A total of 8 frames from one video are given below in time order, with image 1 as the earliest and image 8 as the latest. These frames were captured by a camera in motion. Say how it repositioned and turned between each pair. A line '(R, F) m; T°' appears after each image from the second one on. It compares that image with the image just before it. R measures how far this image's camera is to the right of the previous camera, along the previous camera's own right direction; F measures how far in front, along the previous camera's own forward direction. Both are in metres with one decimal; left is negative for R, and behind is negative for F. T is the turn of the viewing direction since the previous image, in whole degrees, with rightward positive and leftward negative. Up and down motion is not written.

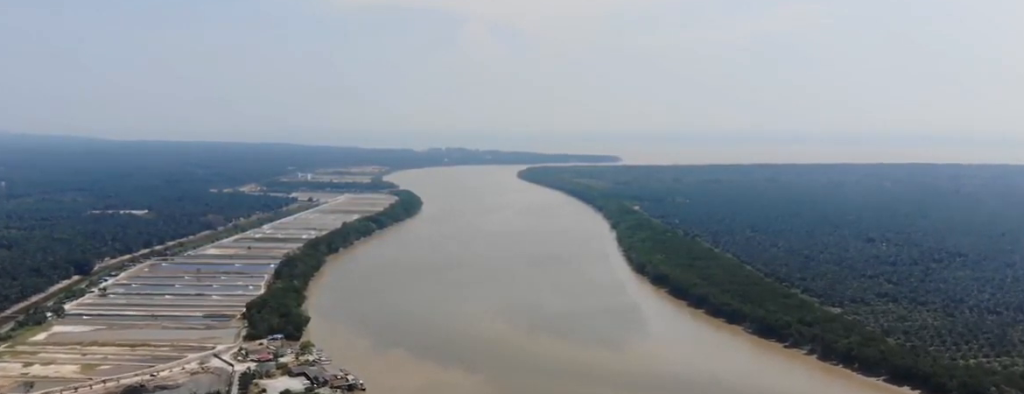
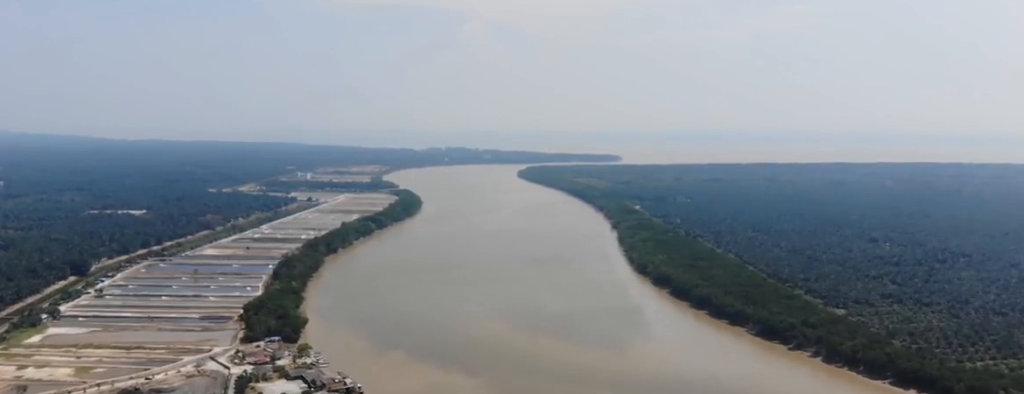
(0.0, +8.2) m; 0°
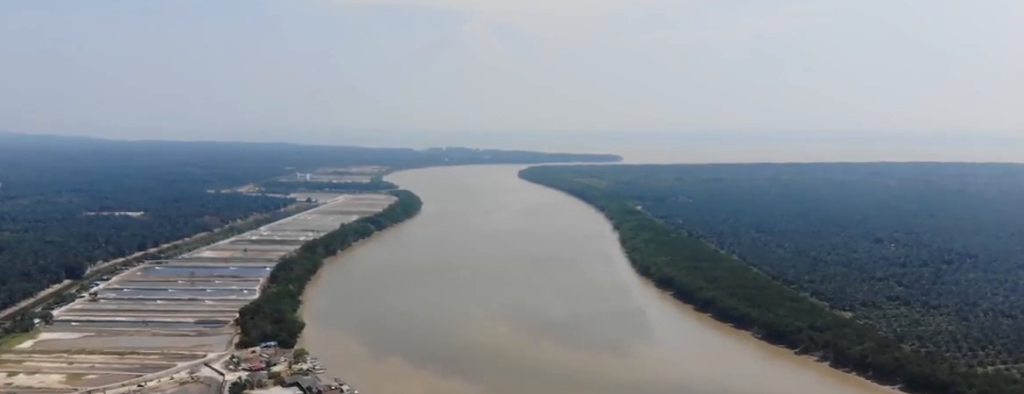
(-0.1, +12.5) m; -1°
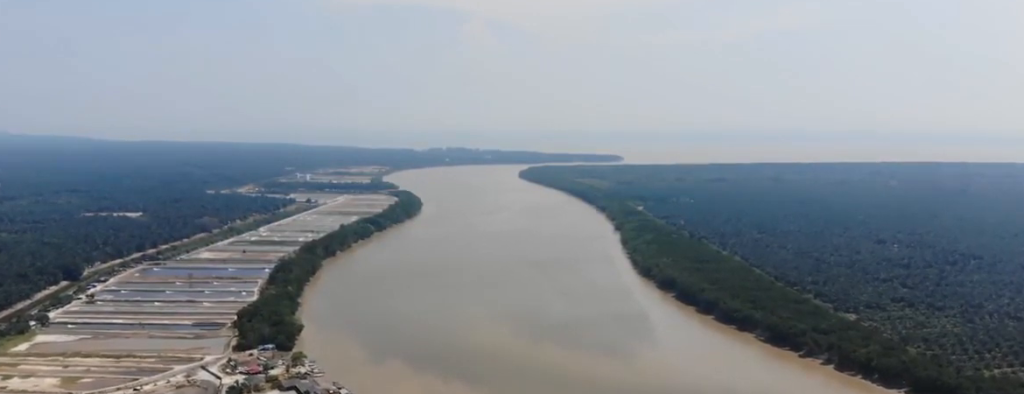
(0.0, +7.4) m; 0°
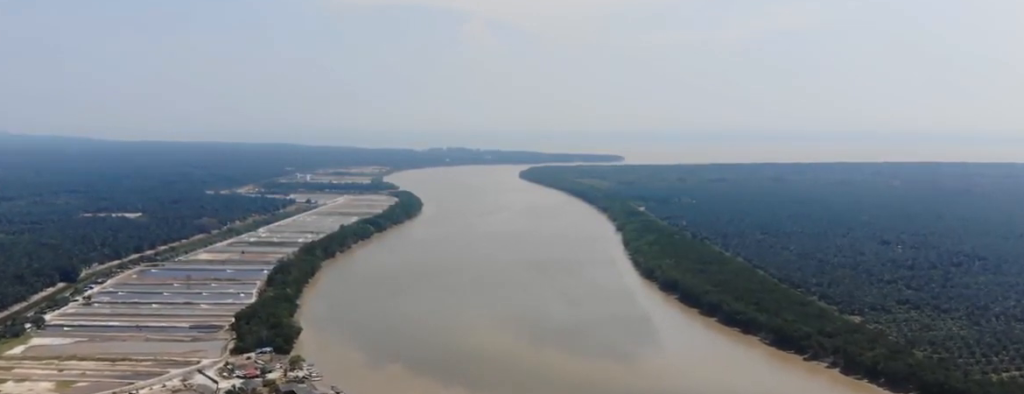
(0.0, +8.0) m; +1°
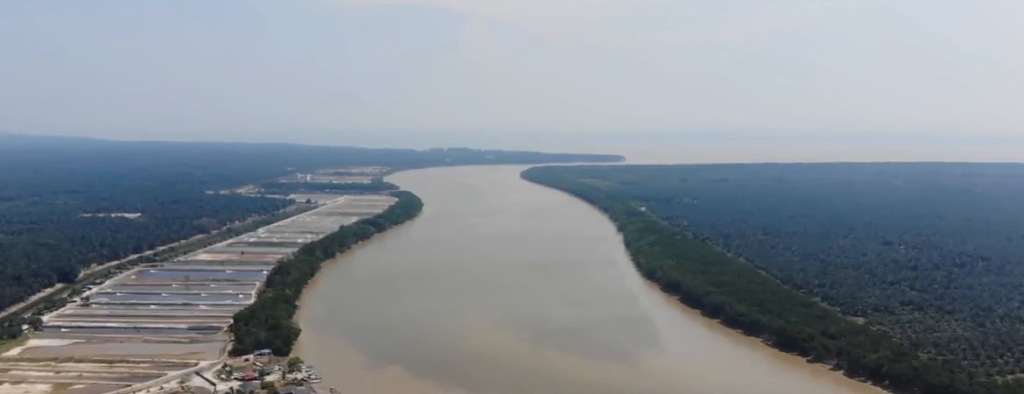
(+0.1, +5.1) m; 0°
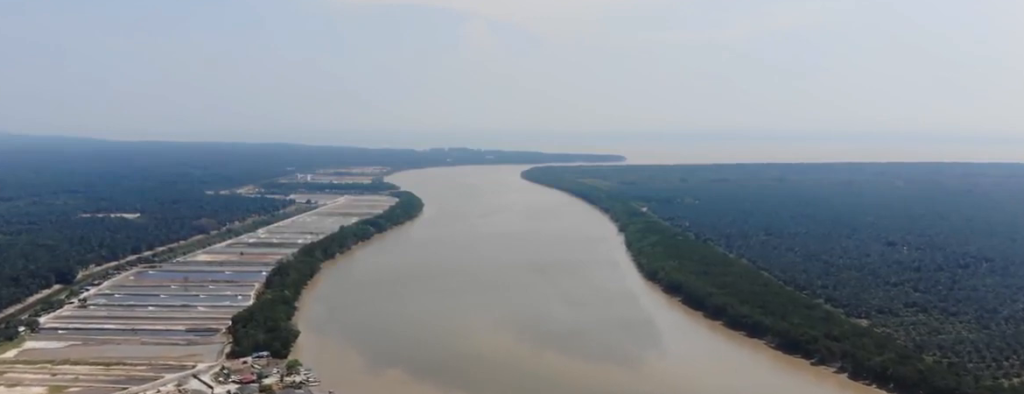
(0.0, +5.9) m; 0°
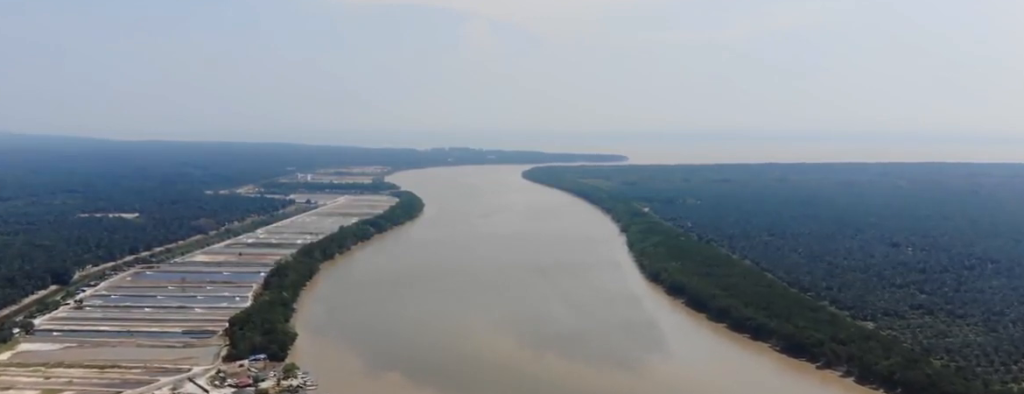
(0.0, +9.1) m; -1°
